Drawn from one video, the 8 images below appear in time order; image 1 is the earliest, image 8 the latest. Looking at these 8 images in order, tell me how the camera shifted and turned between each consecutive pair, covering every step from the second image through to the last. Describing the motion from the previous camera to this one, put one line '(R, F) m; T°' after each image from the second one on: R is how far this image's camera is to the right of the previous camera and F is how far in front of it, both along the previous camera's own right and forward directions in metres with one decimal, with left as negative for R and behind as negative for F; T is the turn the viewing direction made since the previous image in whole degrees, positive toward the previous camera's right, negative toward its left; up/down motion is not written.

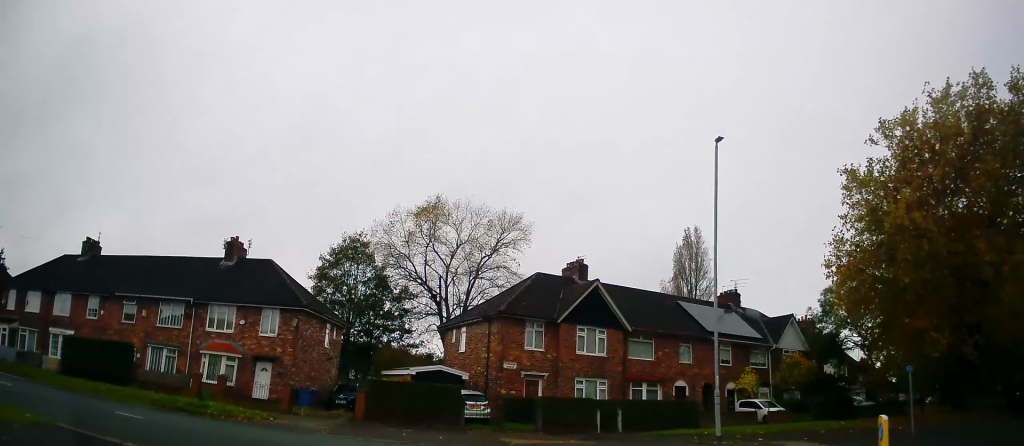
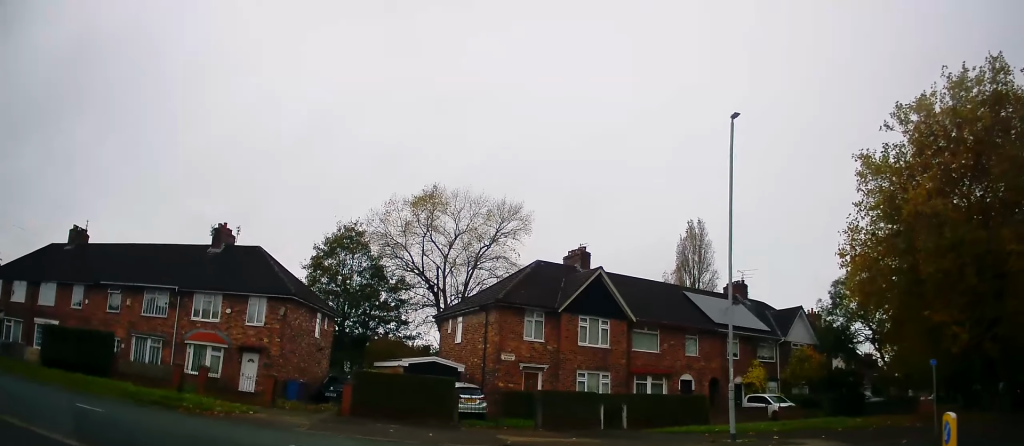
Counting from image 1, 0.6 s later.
(-0.3, +1.5) m; +3°
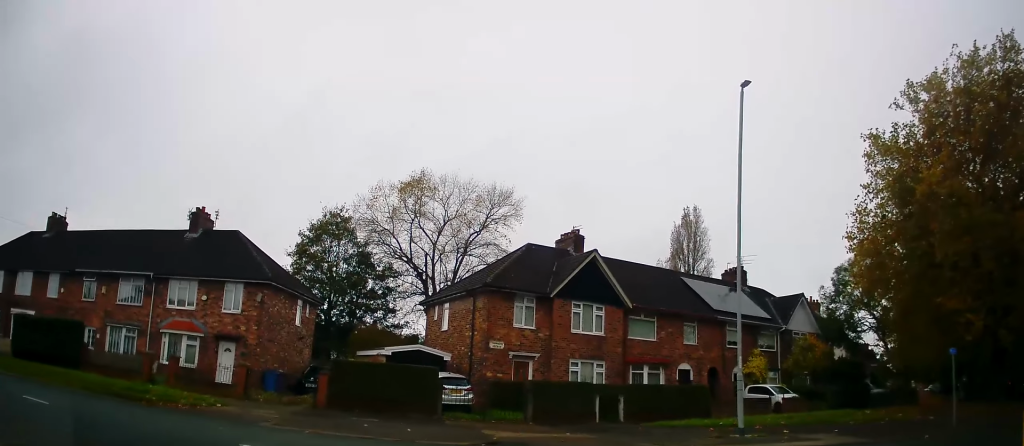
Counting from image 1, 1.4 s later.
(+0.2, +1.6) m; +10°
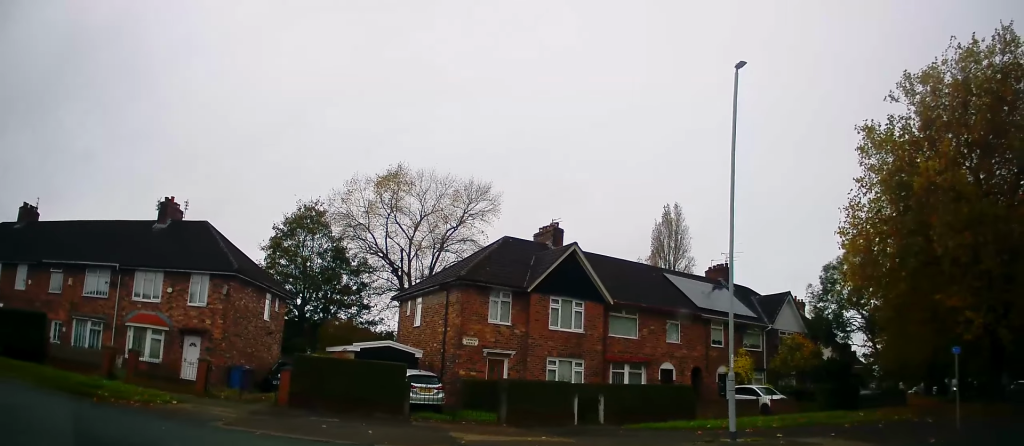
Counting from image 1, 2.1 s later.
(+0.2, +1.5) m; +10°
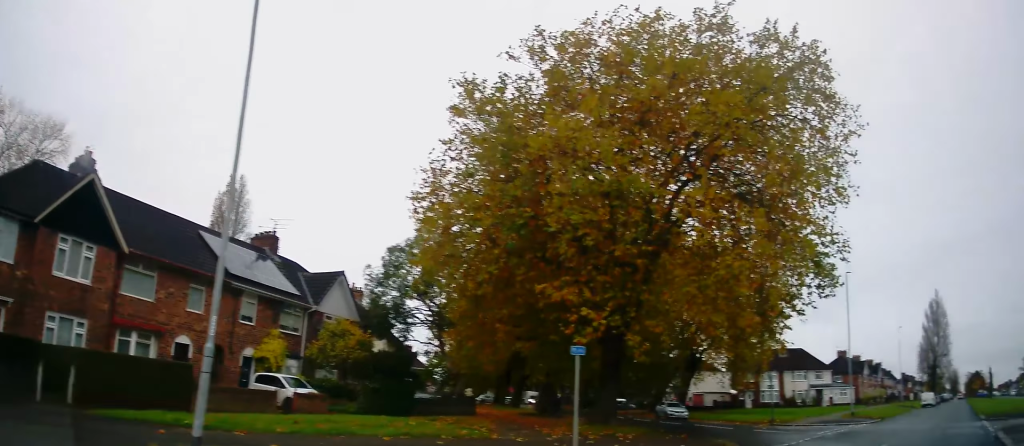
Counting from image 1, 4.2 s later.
(+1.4, +5.4) m; +39°
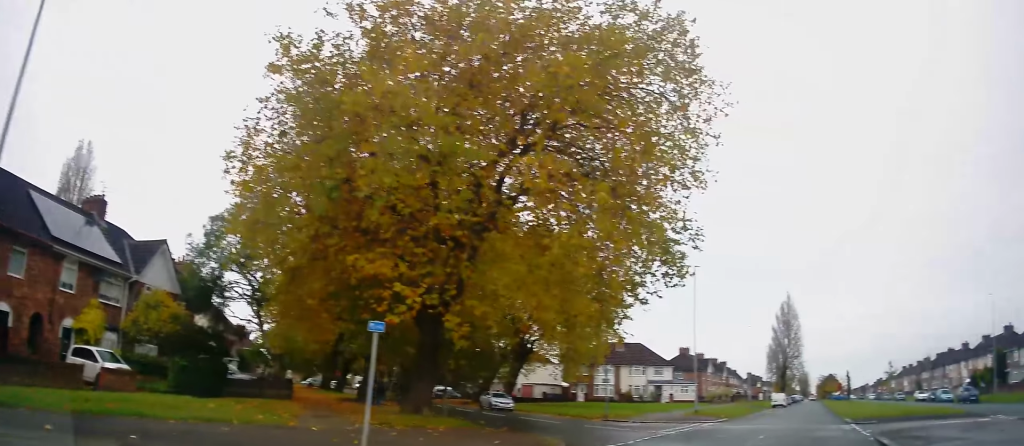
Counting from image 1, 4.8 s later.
(+0.2, +2.0) m; +13°
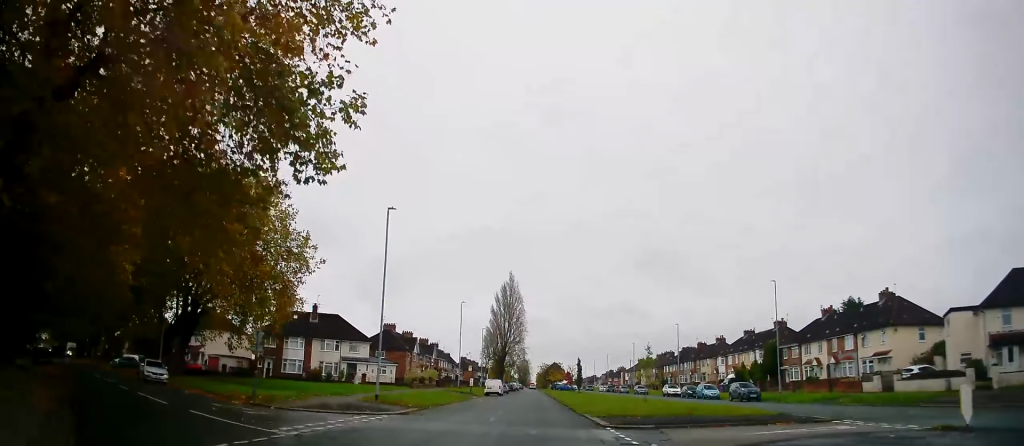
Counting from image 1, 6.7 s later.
(+1.7, +10.1) m; +12°
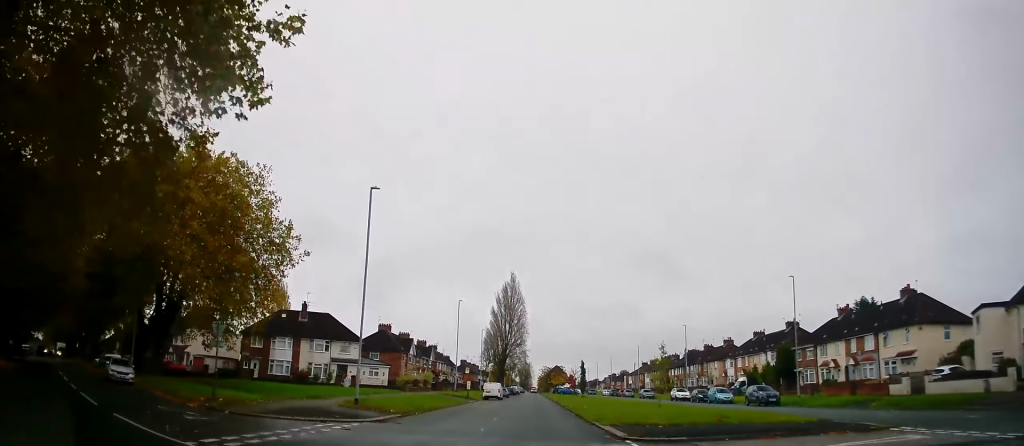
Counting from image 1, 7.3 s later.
(+0.1, +3.8) m; +2°
